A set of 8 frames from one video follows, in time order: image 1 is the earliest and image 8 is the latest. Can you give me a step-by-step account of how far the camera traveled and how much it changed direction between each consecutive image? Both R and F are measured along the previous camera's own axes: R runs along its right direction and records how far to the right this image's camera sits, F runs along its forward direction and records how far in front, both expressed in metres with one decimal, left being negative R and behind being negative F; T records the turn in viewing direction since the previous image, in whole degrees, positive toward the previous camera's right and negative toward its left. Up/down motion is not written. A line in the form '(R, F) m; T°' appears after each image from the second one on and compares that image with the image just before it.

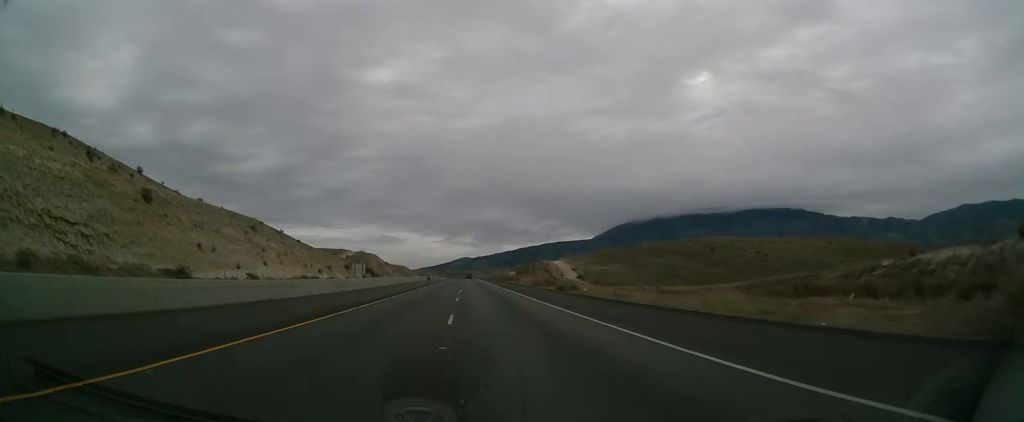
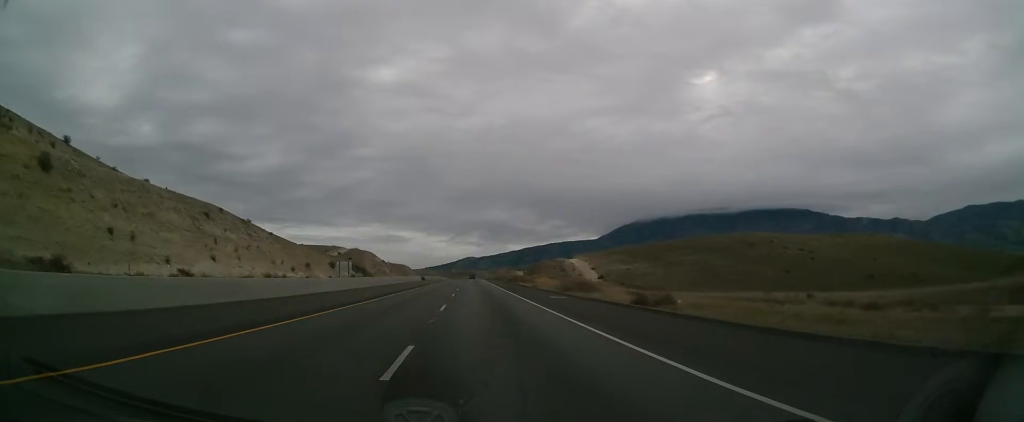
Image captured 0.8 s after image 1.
(+0.4, +22.7) m; 0°
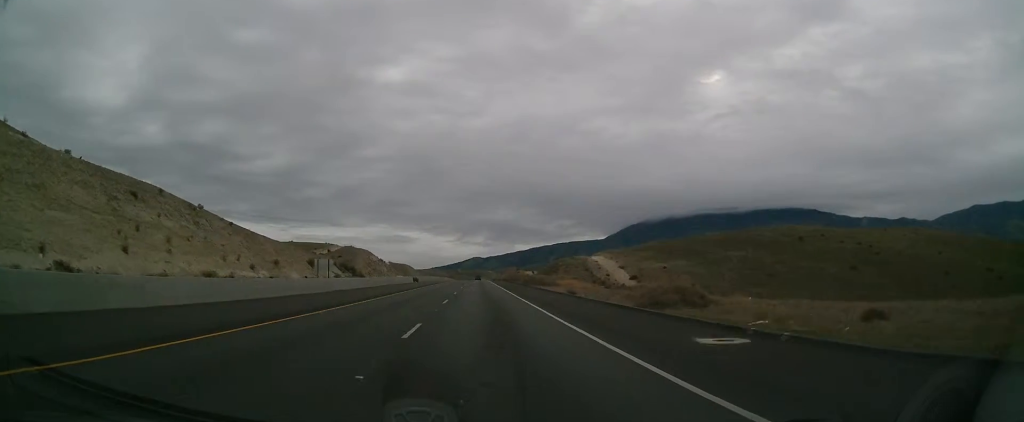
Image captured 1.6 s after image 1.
(-0.1, +23.5) m; 0°
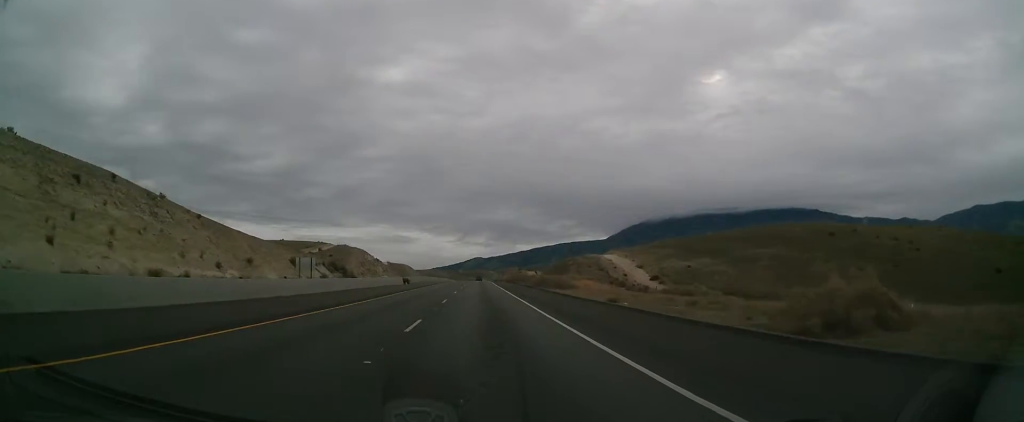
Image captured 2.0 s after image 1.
(-0.1, +12.7) m; 0°
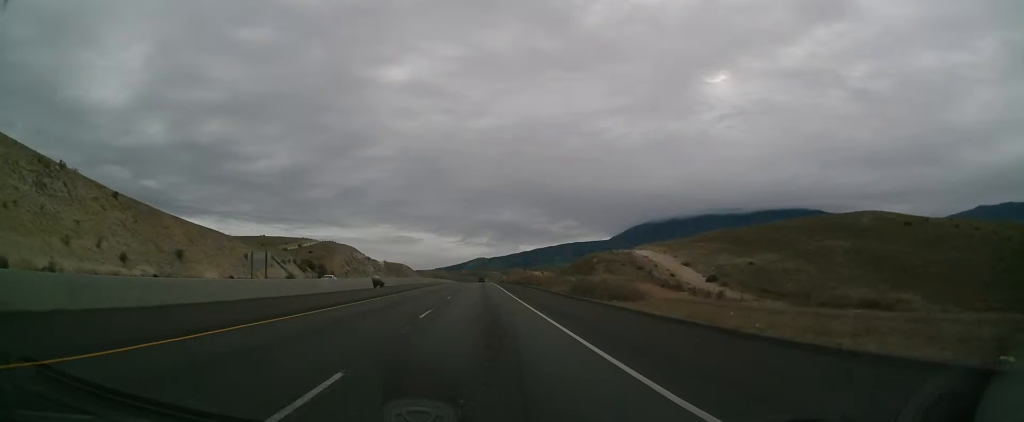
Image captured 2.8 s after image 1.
(0.0, +23.6) m; -1°
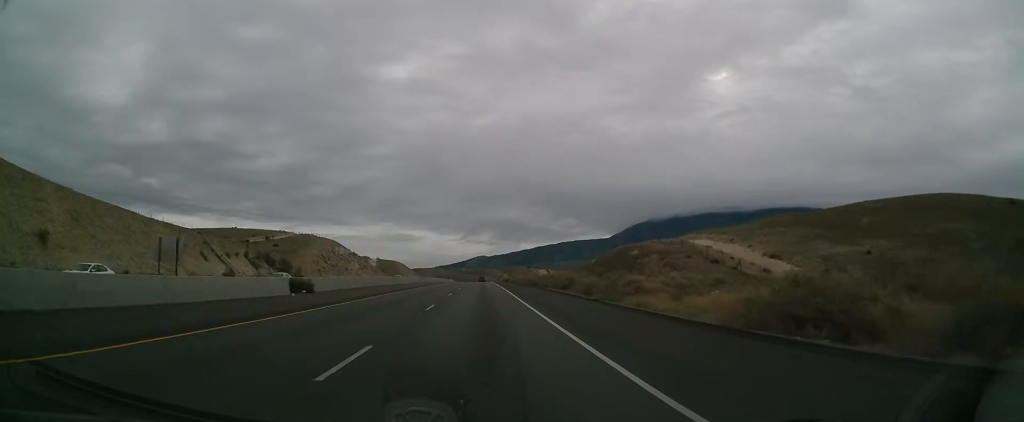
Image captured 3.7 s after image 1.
(-0.2, +25.2) m; -1°
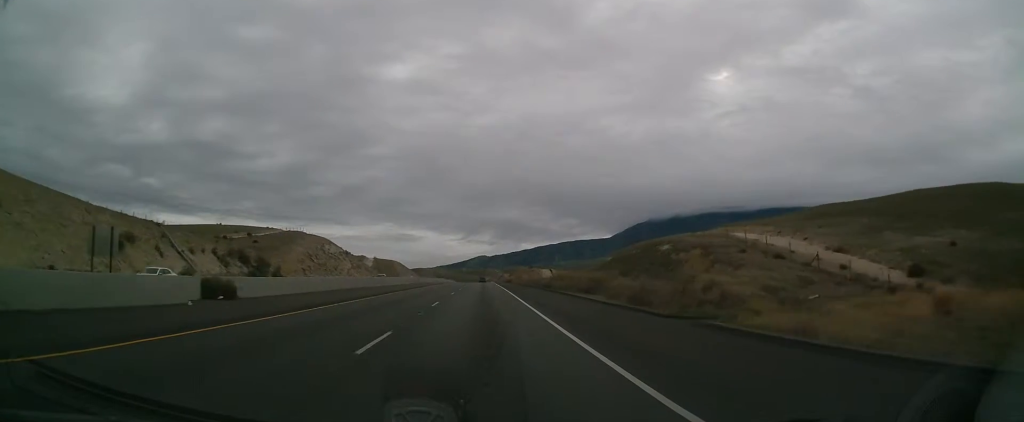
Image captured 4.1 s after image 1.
(0.0, +11.5) m; 0°
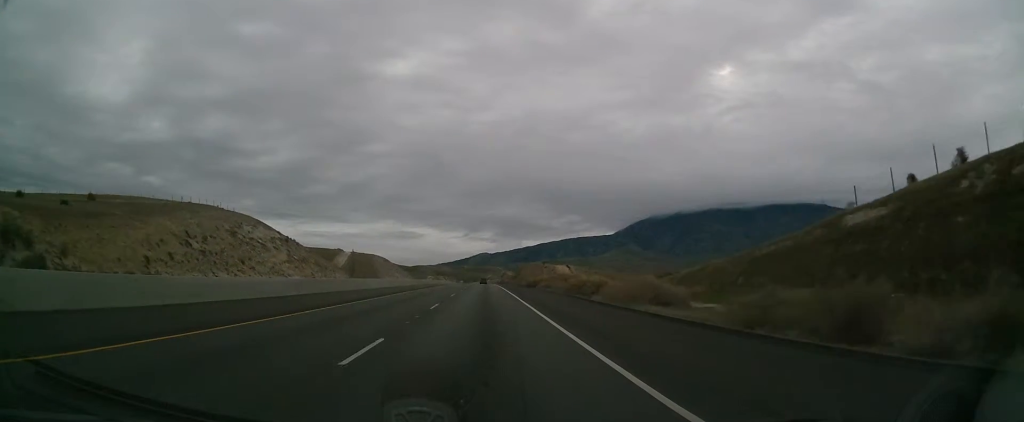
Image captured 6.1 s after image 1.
(+0.1, +53.3) m; +1°
